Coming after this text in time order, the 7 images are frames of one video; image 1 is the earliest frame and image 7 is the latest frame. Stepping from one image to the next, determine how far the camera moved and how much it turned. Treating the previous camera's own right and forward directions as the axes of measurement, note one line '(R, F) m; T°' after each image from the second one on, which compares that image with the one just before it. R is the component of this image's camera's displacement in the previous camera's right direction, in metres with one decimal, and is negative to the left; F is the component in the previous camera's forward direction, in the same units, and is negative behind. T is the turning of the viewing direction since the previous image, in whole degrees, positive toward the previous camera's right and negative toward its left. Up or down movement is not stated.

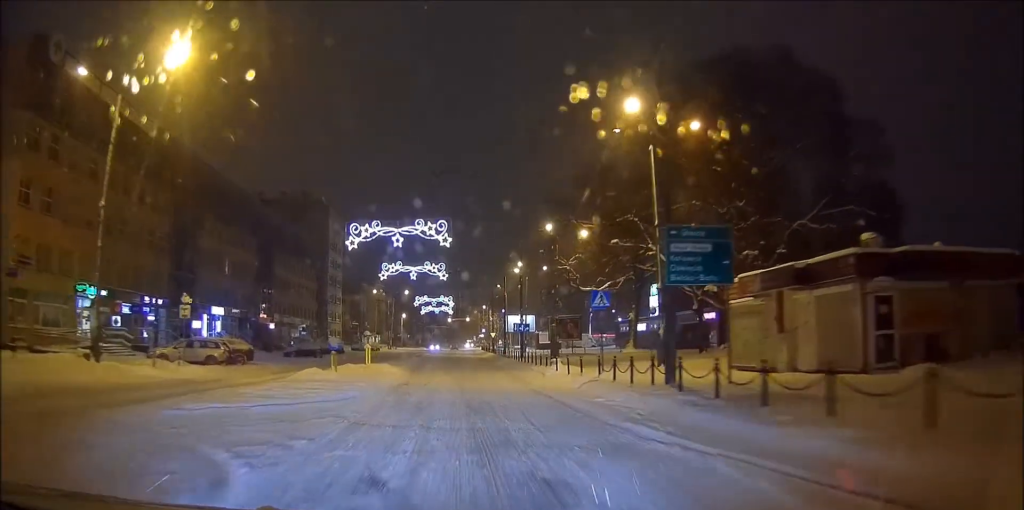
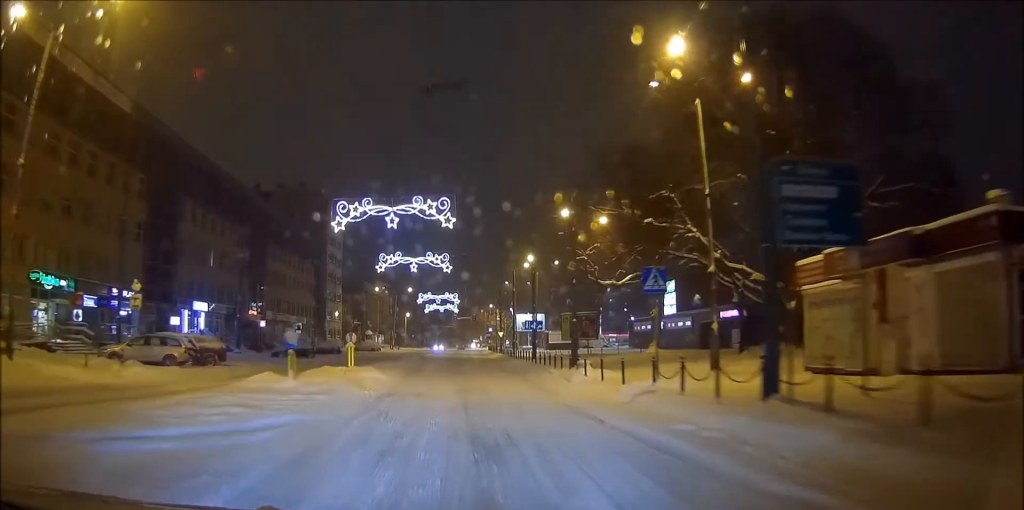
(-0.1, +5.9) m; 0°
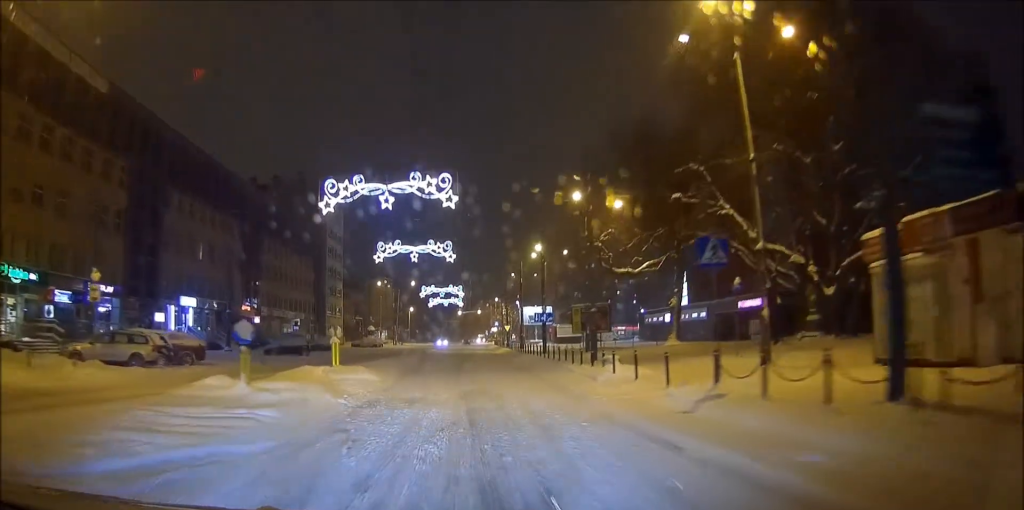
(+0.1, +3.8) m; 0°
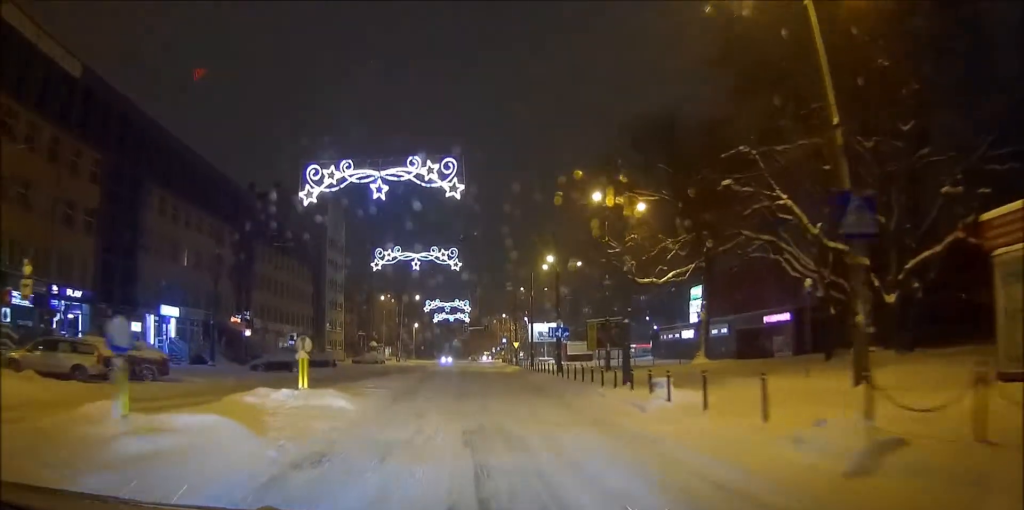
(0.0, +4.8) m; 0°
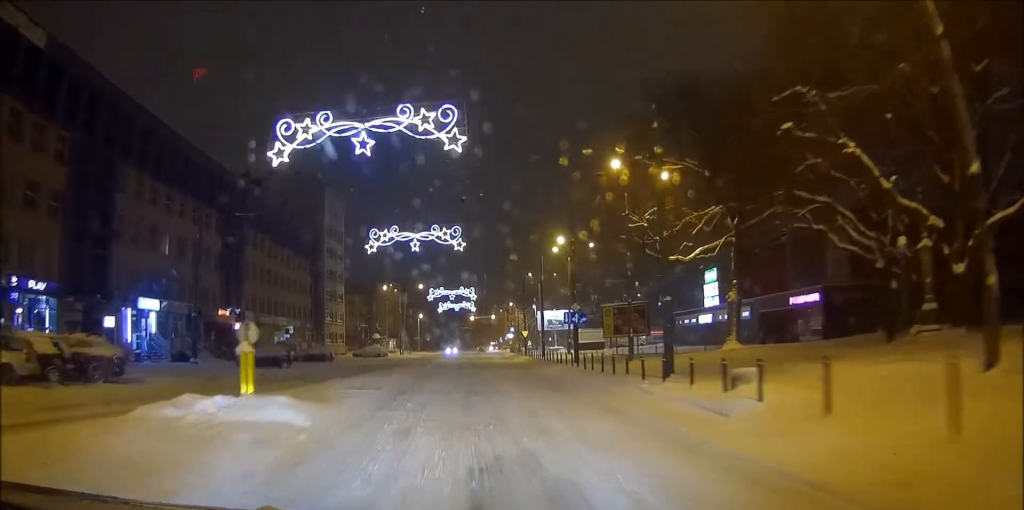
(0.0, +4.5) m; 0°
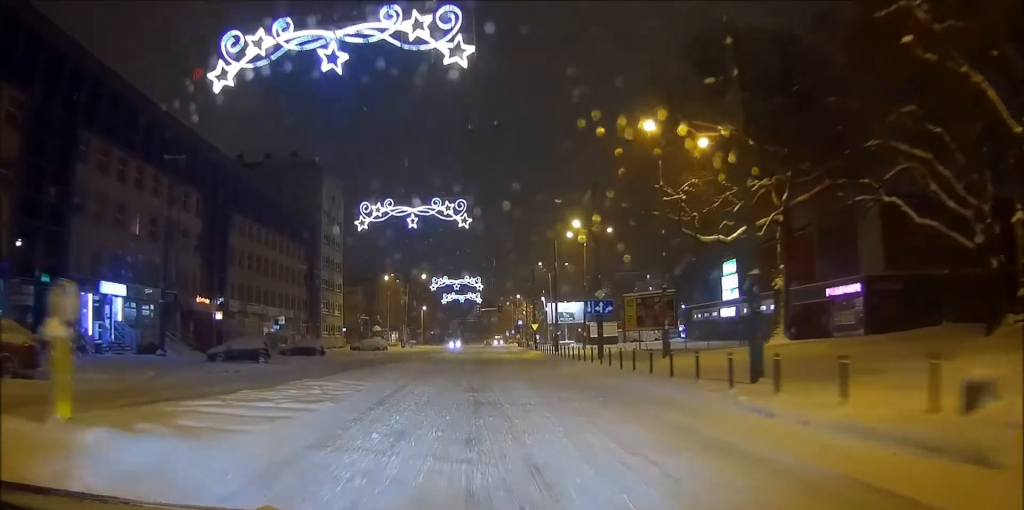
(0.0, +5.6) m; 0°
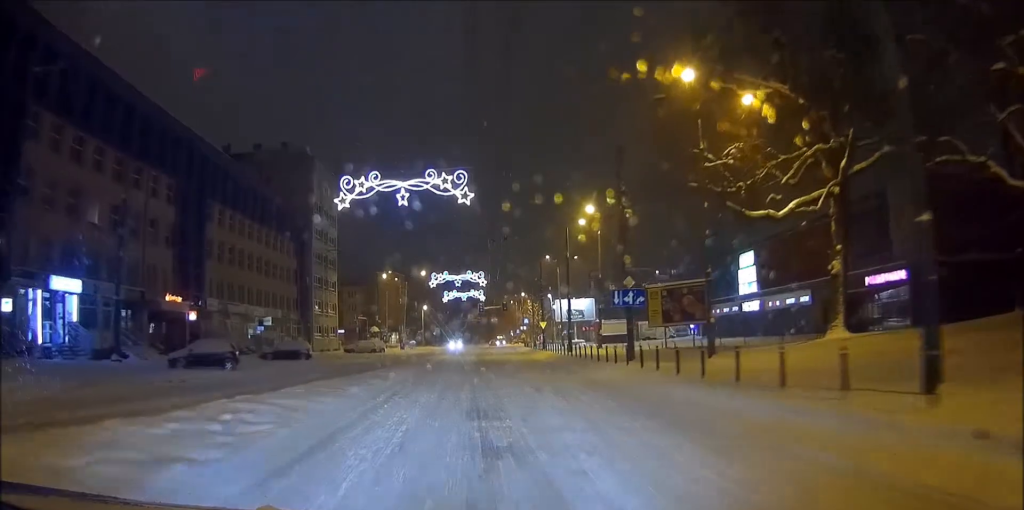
(0.0, +6.0) m; 0°
